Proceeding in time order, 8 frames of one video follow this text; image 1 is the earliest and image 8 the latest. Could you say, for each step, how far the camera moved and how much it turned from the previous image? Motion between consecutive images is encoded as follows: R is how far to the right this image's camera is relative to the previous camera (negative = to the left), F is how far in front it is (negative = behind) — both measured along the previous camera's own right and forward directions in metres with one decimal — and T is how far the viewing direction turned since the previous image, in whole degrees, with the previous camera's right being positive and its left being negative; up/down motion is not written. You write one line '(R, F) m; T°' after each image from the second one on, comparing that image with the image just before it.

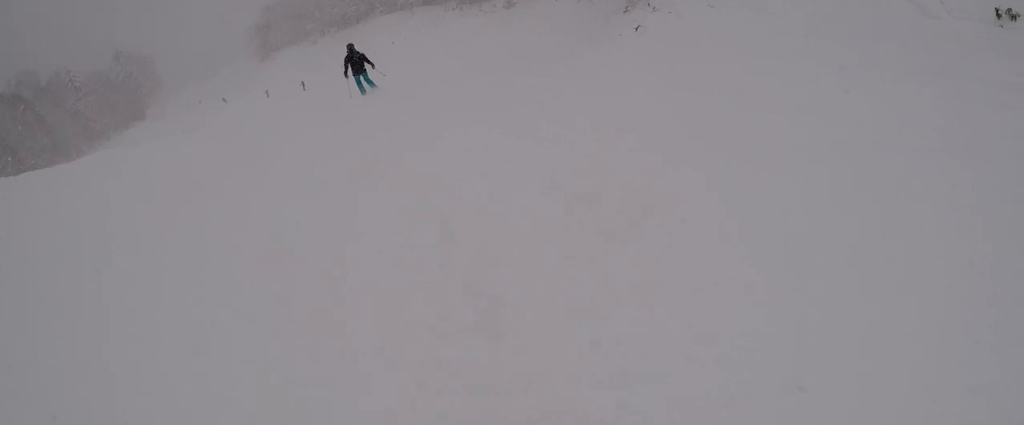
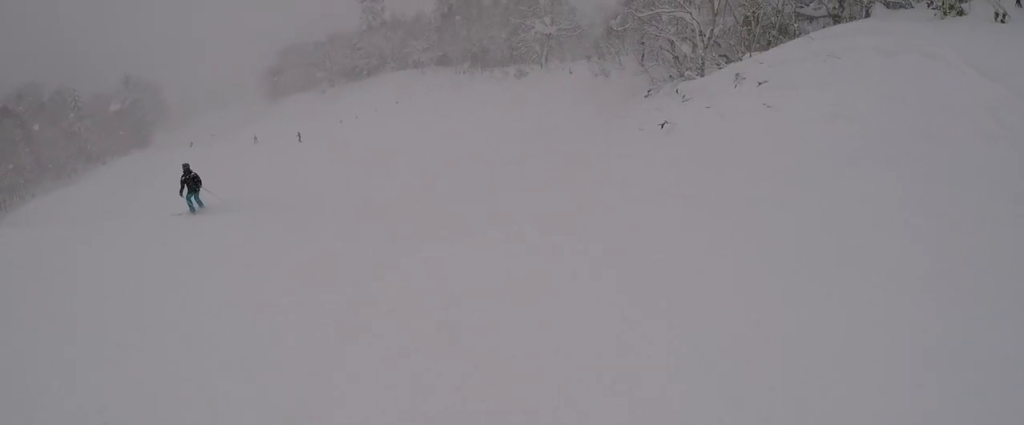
(+1.9, +6.0) m; +21°
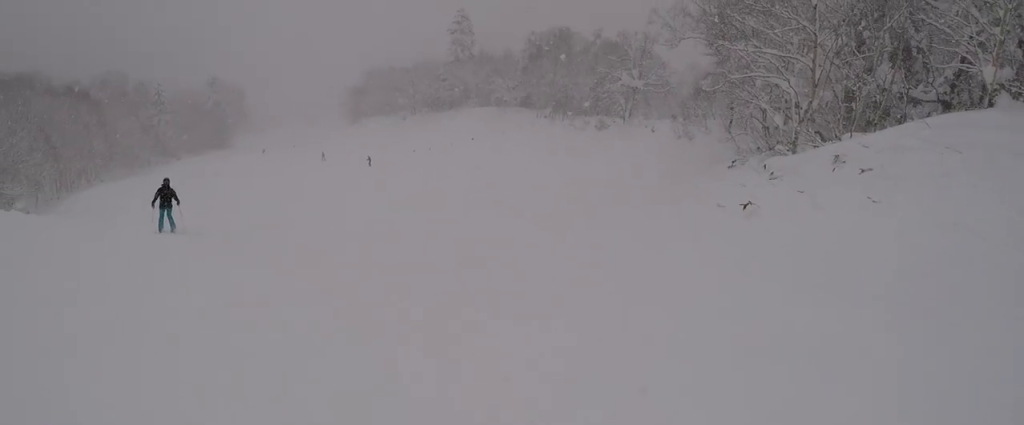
(-0.6, +3.0) m; -17°
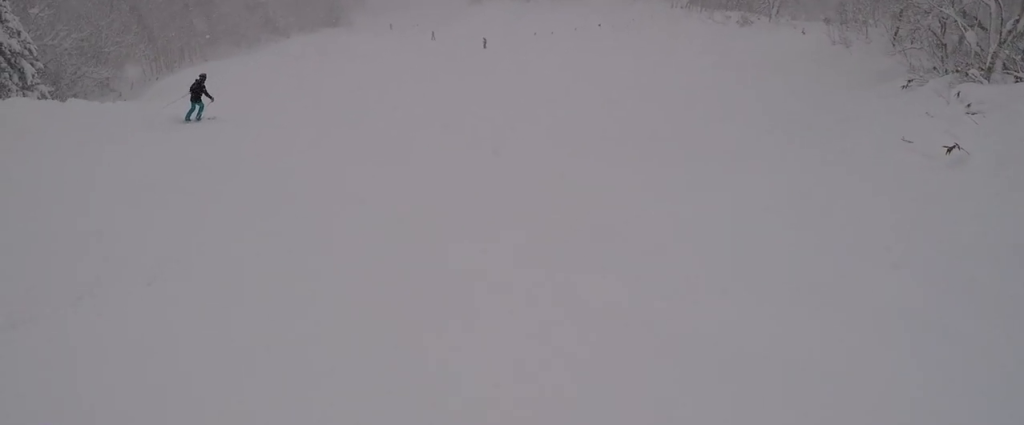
(-0.8, +3.9) m; -26°
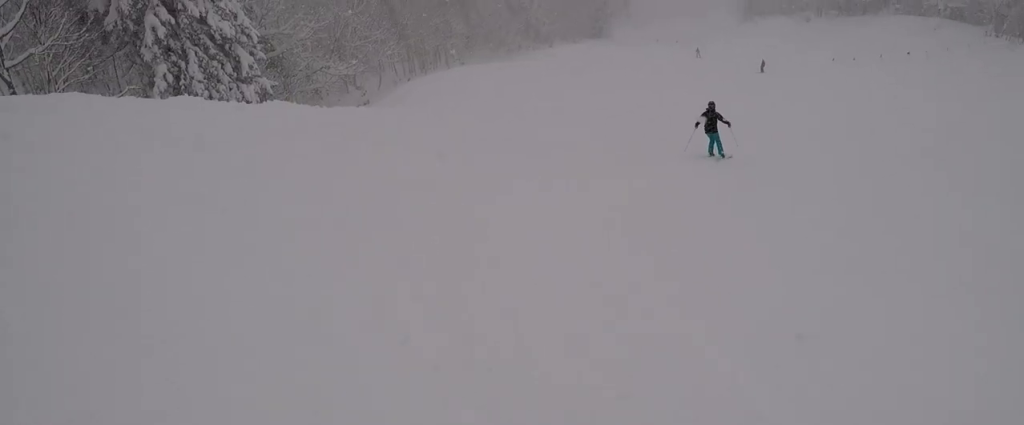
(-4.2, +8.9) m; -24°
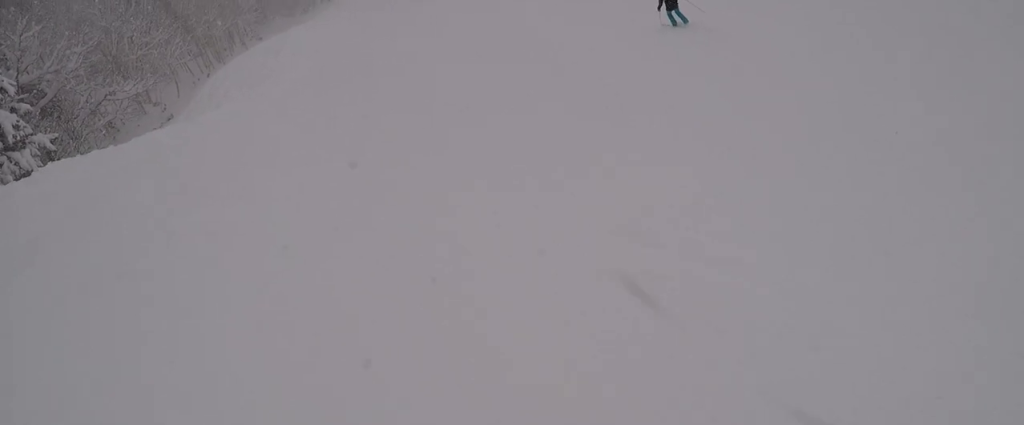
(+0.8, +5.3) m; +21°
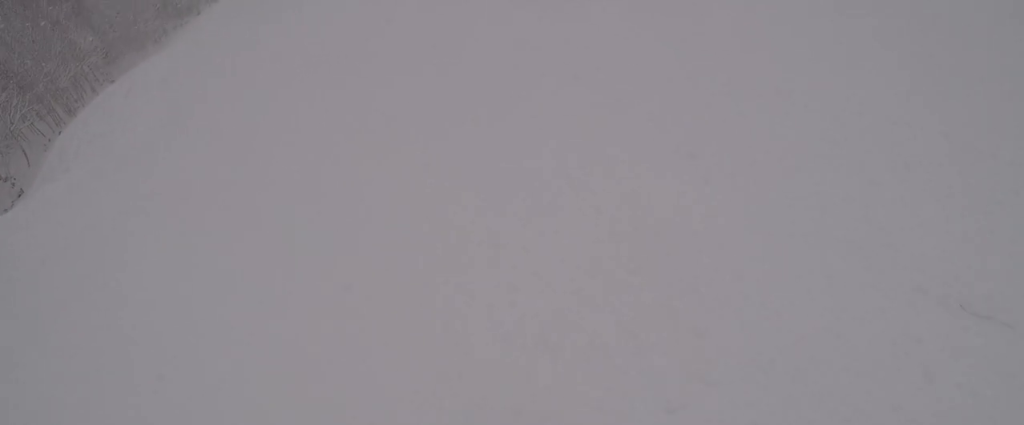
(+0.4, +3.5) m; +14°
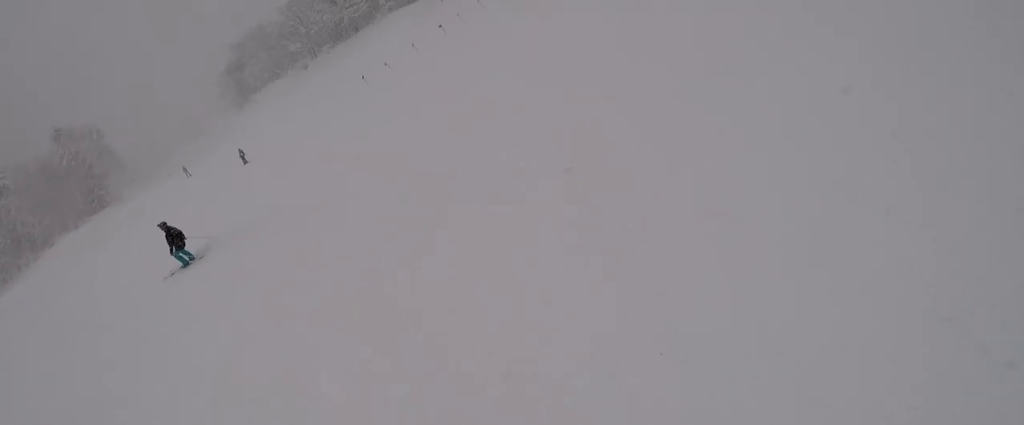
(+1.9, +7.1) m; +17°
